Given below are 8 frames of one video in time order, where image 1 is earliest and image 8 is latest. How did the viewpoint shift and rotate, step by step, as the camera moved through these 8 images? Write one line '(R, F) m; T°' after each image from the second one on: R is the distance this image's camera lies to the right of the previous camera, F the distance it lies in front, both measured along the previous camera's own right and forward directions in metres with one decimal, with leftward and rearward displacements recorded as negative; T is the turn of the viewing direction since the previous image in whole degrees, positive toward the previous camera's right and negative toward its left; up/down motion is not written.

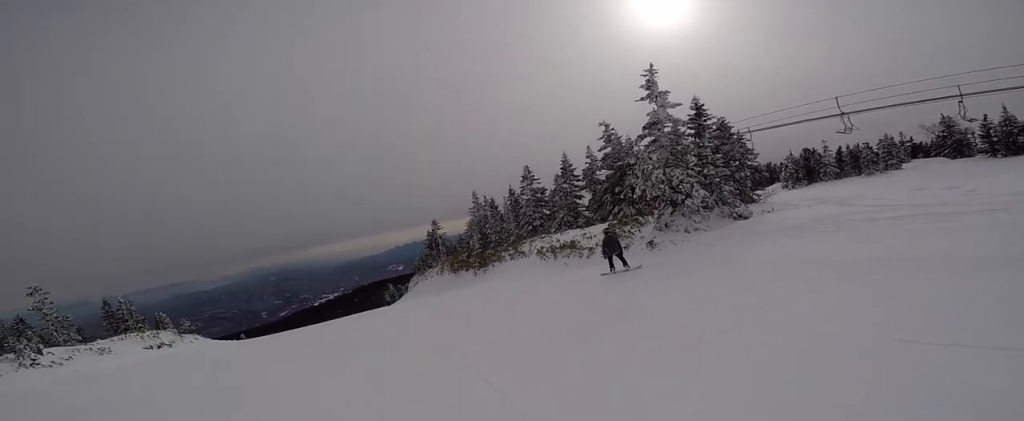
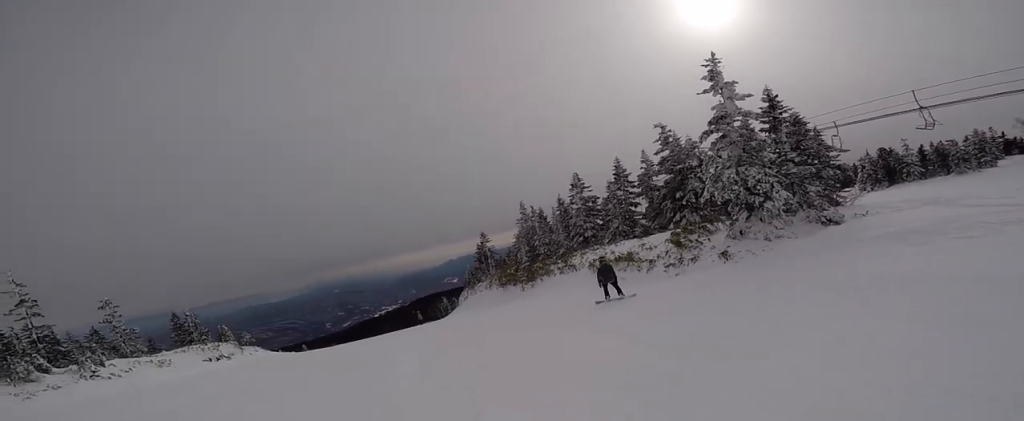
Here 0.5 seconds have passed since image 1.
(+0.1, +2.0) m; -1°
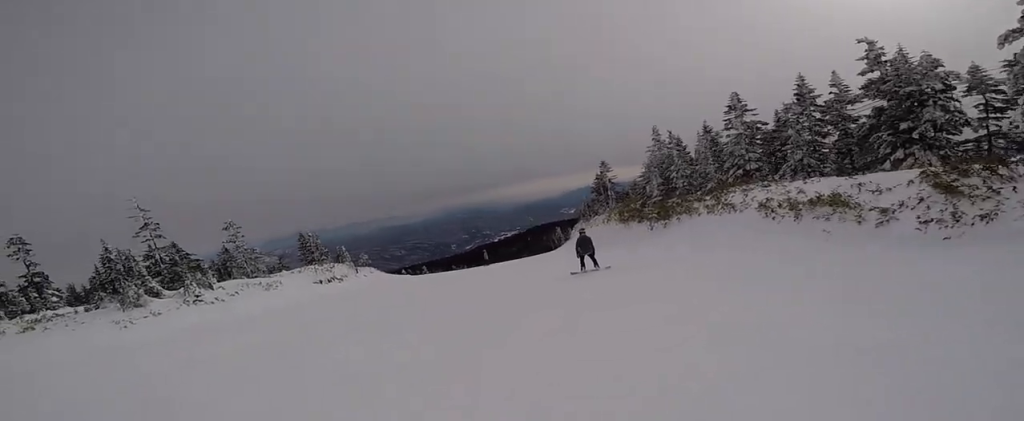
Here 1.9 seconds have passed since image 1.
(-1.4, +5.1) m; -43°
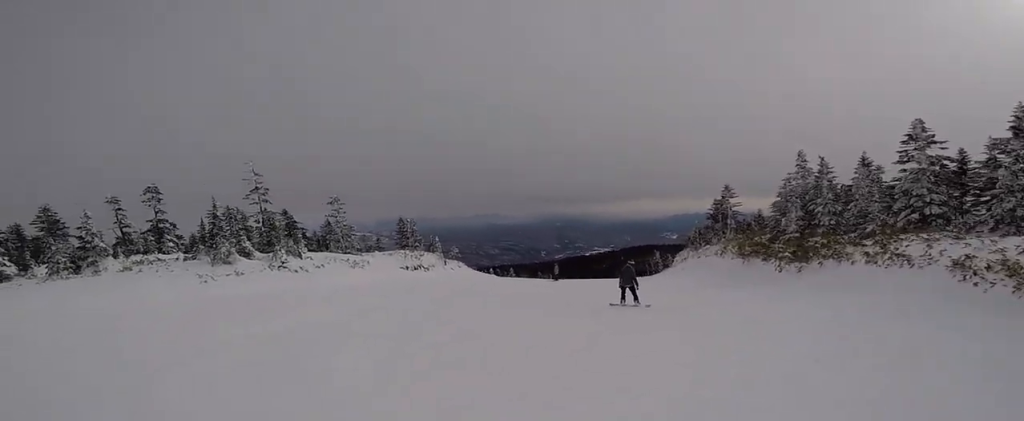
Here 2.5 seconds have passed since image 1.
(-0.4, +2.9) m; -27°
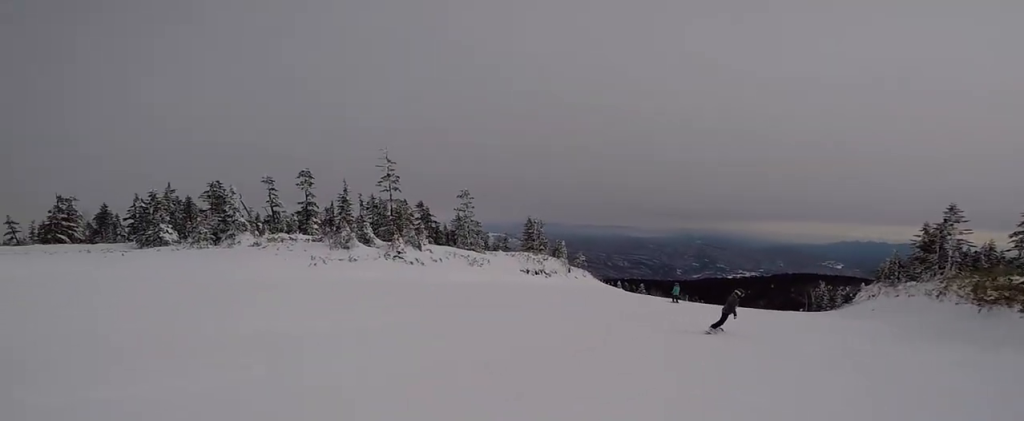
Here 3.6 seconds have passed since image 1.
(-1.5, +4.2) m; 0°
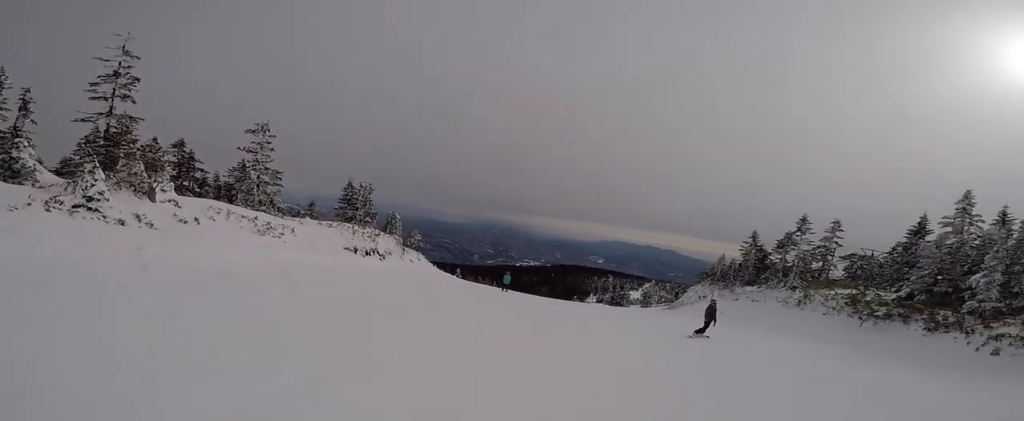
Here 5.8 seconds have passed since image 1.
(+1.6, +9.0) m; +33°
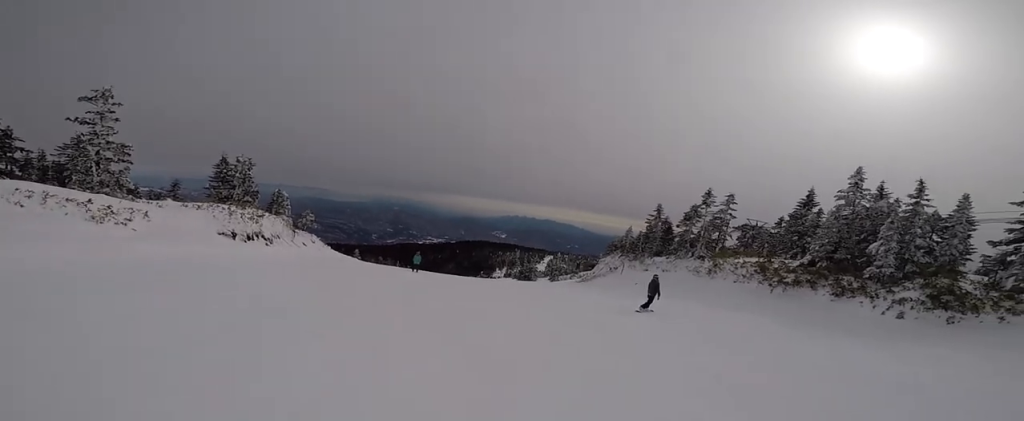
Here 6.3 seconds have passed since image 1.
(+0.7, +1.6) m; +23°
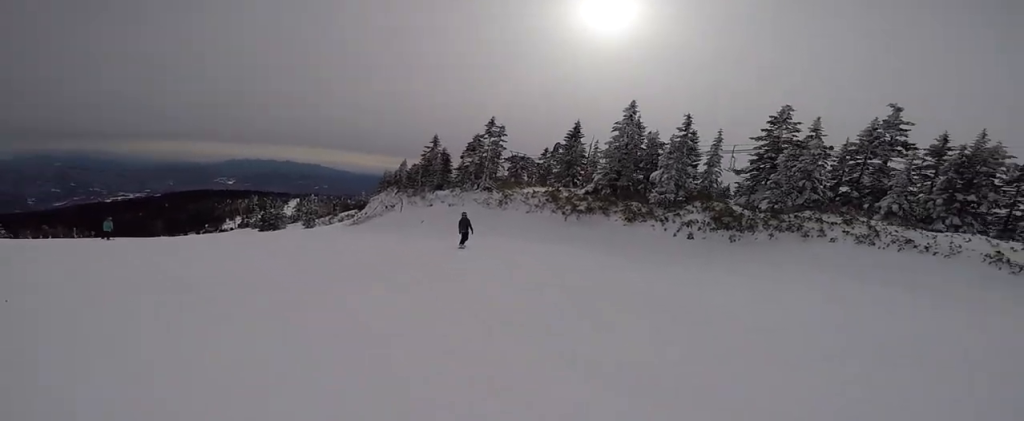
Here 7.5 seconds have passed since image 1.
(+1.3, +4.6) m; +32°
